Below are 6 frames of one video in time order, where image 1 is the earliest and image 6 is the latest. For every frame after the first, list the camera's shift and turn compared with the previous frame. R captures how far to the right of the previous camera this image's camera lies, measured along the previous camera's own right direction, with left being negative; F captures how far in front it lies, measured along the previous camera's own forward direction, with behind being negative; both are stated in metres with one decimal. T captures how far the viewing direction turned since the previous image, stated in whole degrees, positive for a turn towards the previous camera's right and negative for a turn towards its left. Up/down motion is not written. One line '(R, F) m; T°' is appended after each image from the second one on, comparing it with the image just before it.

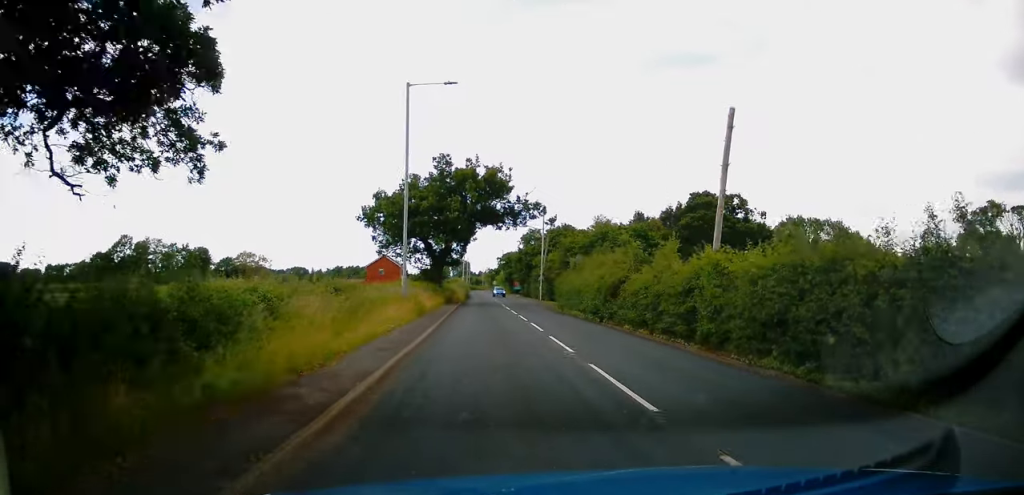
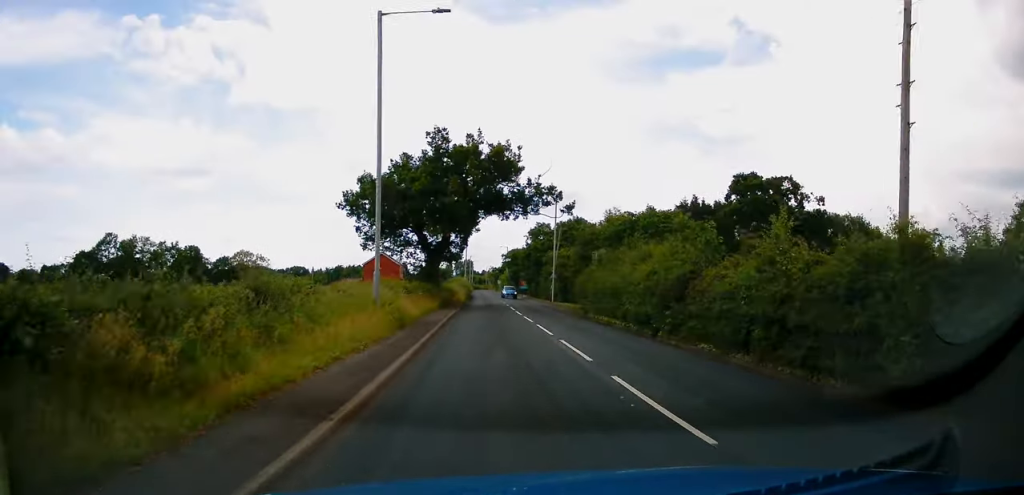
(0.0, +7.7) m; 0°
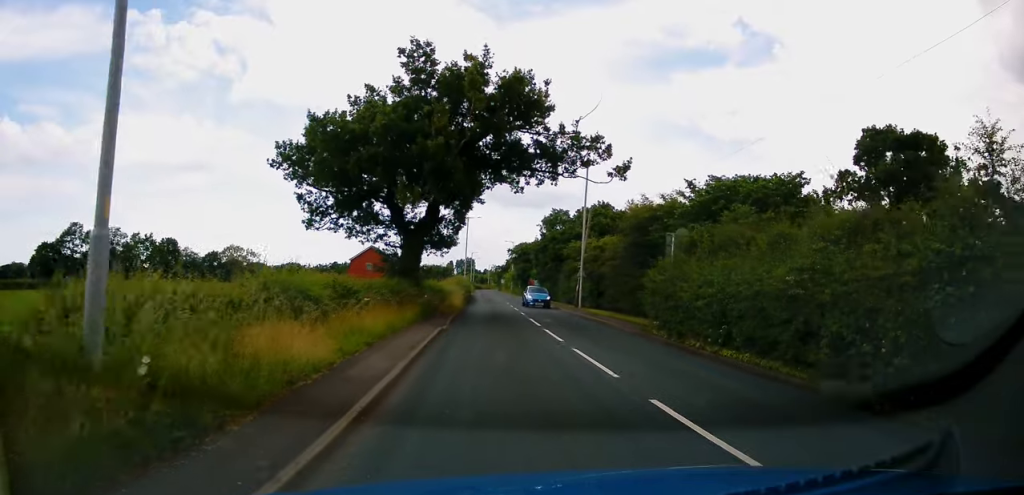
(+0.1, +13.5) m; 0°
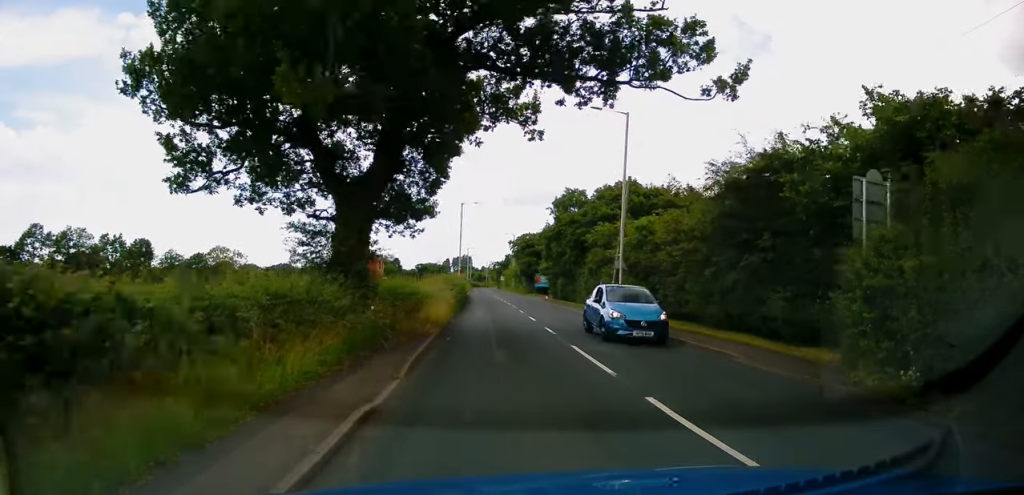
(0.0, +12.0) m; 0°
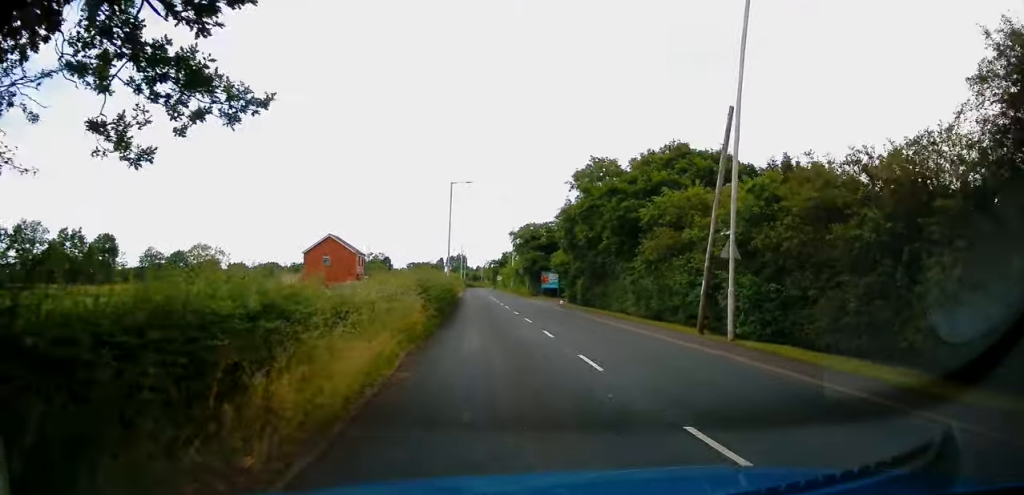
(0.0, +13.4) m; 0°
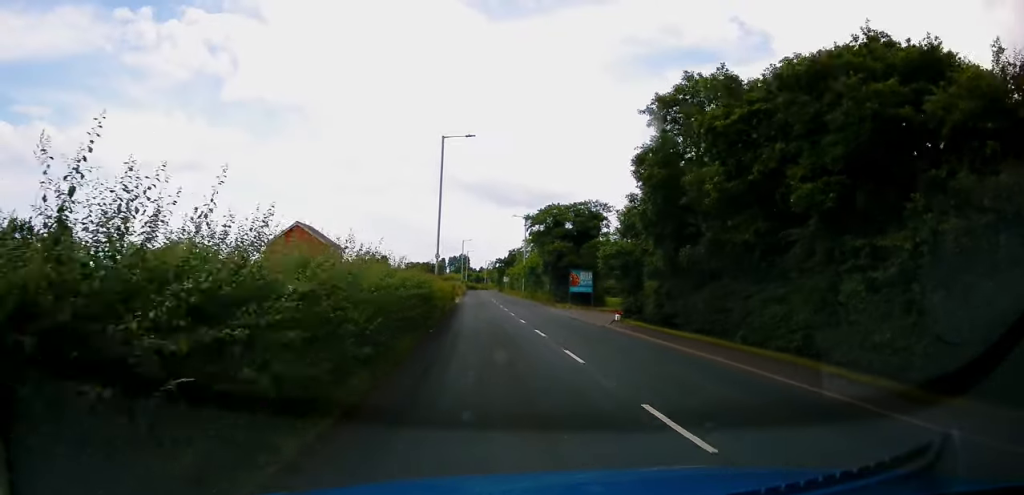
(-0.1, +16.9) m; -1°
